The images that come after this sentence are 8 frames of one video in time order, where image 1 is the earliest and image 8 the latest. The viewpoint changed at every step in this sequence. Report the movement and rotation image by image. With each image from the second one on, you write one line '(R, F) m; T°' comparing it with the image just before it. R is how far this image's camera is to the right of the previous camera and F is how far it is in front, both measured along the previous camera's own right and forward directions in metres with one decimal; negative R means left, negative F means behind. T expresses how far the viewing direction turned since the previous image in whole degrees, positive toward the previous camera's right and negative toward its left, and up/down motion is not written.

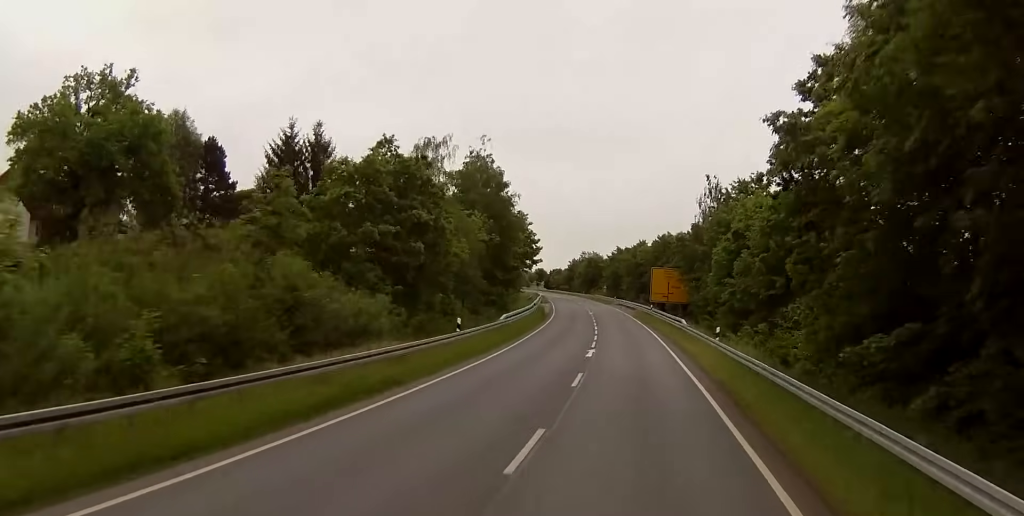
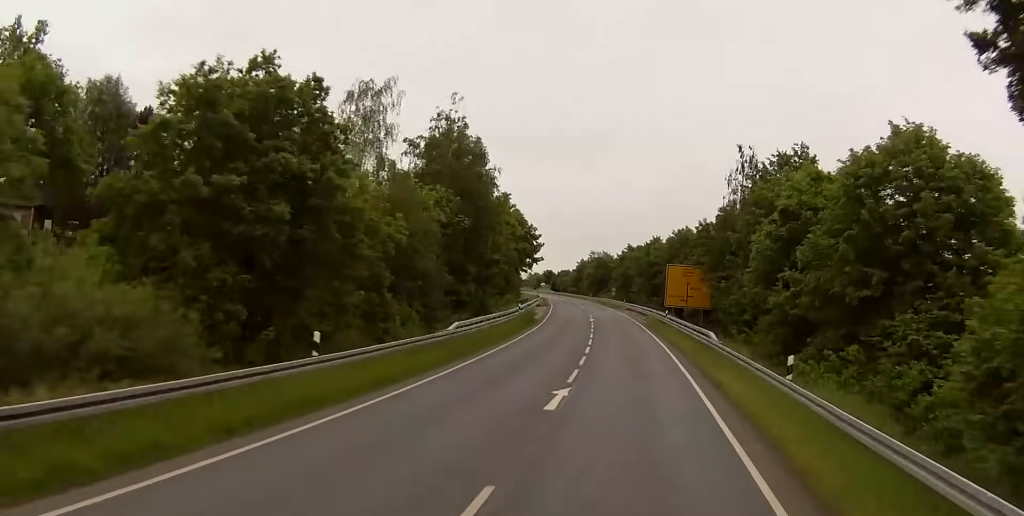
(-0.2, +17.2) m; -1°
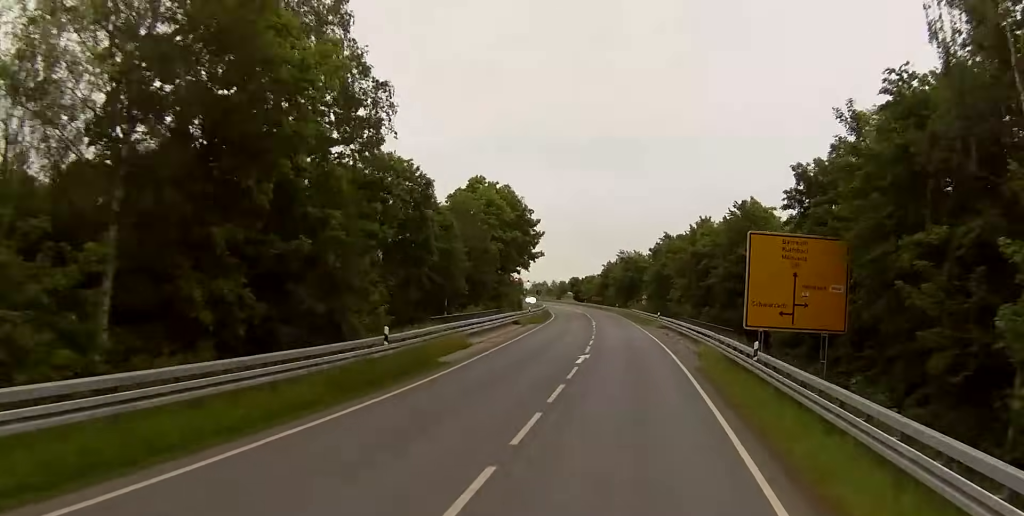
(-0.6, +41.2) m; -2°
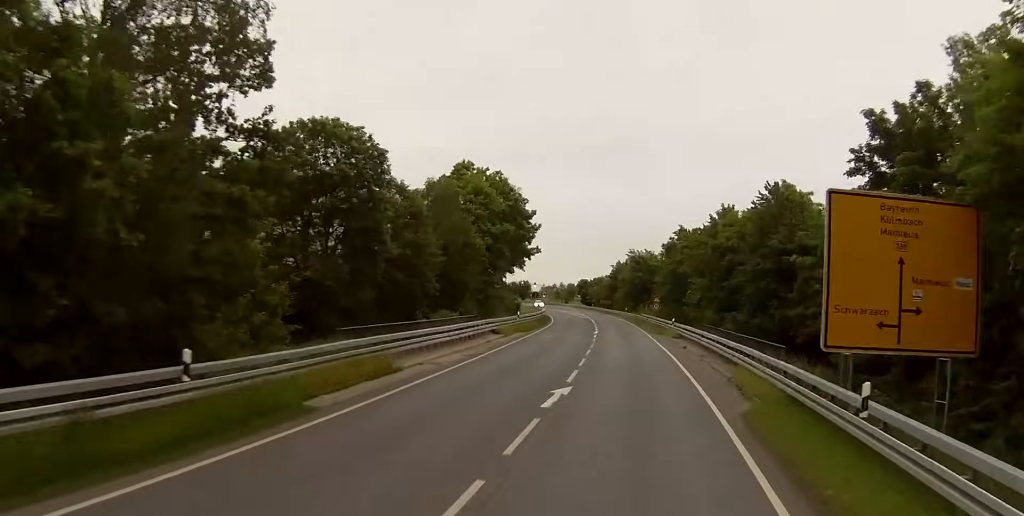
(-0.2, +12.9) m; -1°
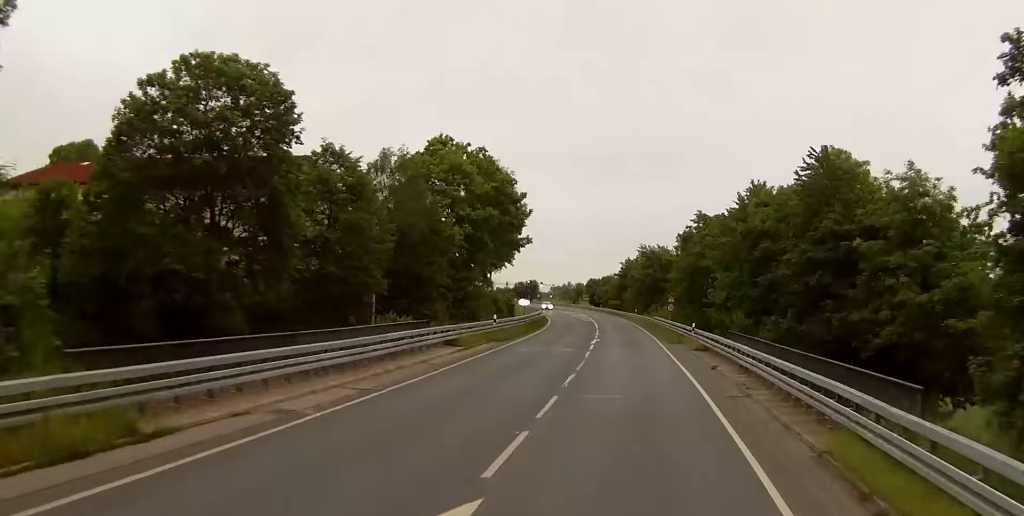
(0.0, +14.1) m; -1°
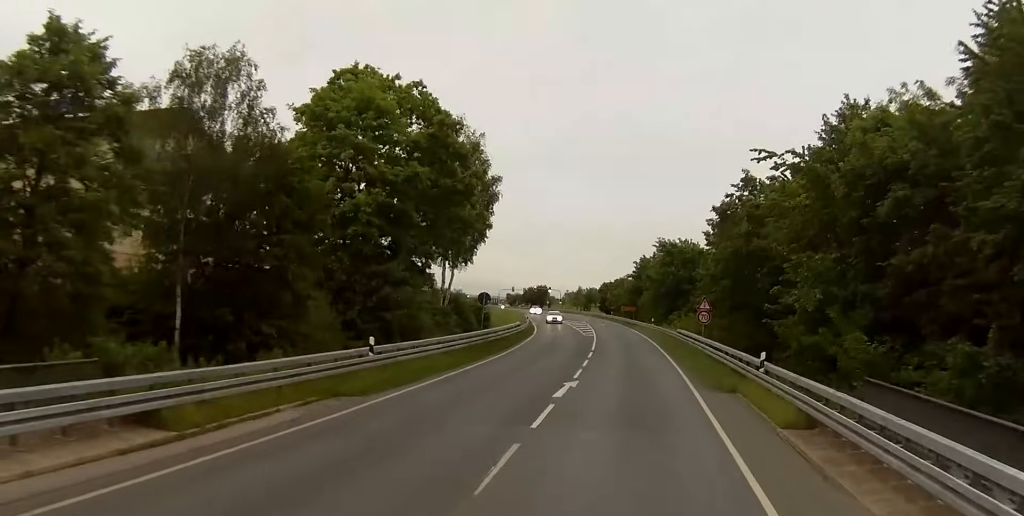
(-0.5, +24.7) m; -2°
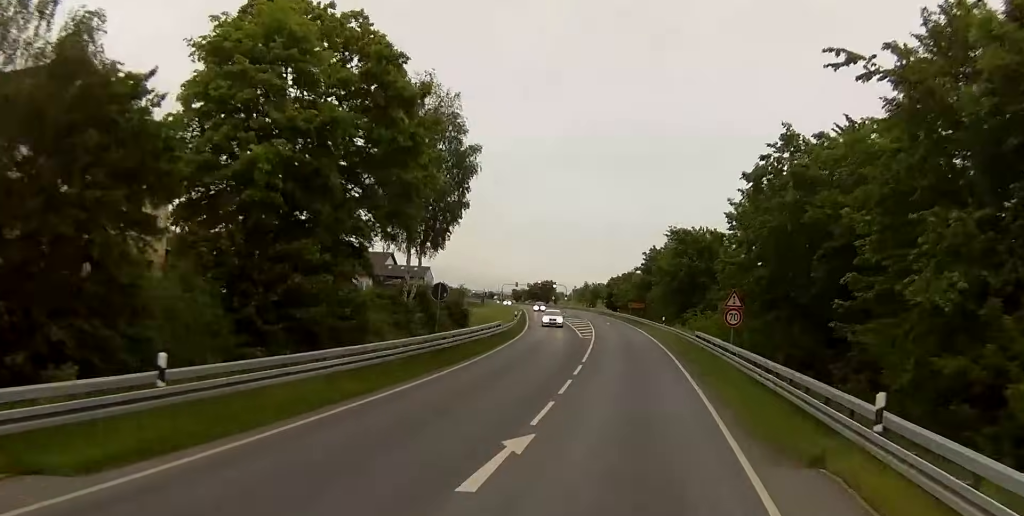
(-0.1, +12.0) m; 0°
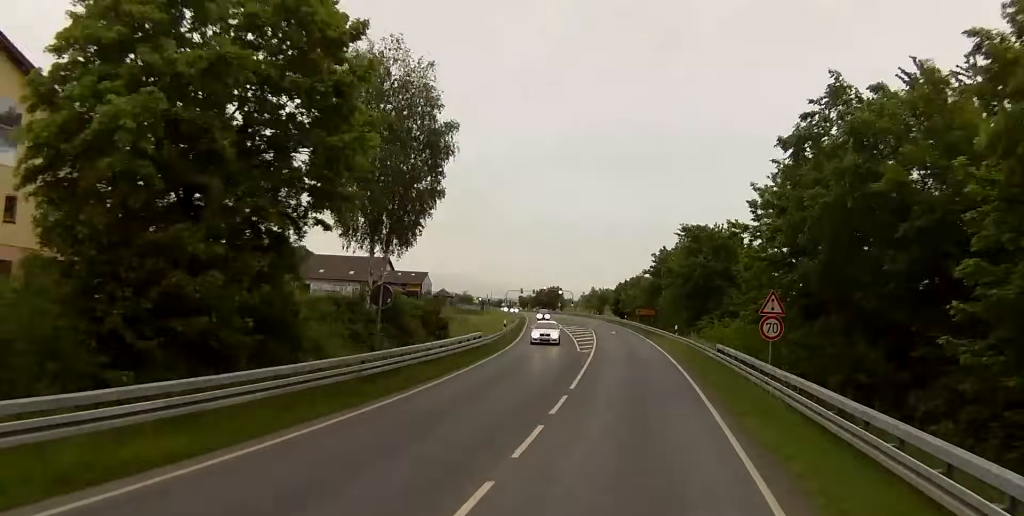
(0.0, +8.9) m; 0°
